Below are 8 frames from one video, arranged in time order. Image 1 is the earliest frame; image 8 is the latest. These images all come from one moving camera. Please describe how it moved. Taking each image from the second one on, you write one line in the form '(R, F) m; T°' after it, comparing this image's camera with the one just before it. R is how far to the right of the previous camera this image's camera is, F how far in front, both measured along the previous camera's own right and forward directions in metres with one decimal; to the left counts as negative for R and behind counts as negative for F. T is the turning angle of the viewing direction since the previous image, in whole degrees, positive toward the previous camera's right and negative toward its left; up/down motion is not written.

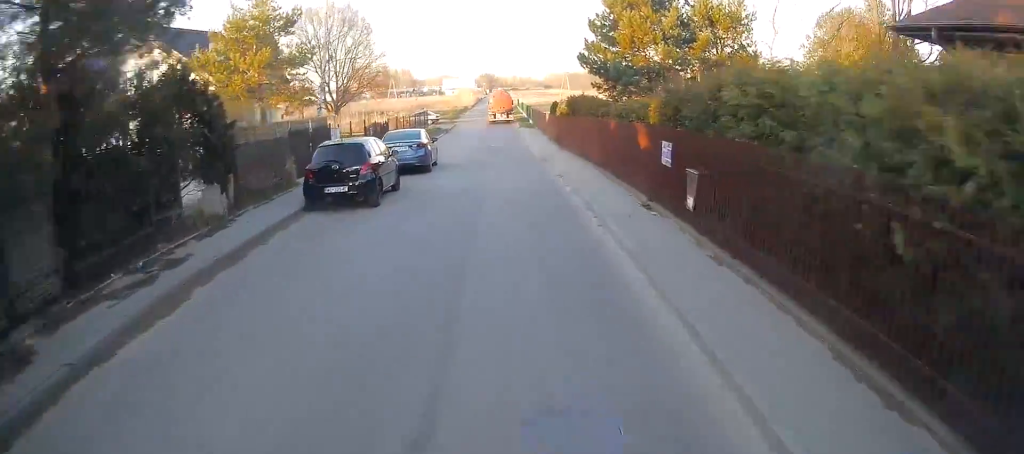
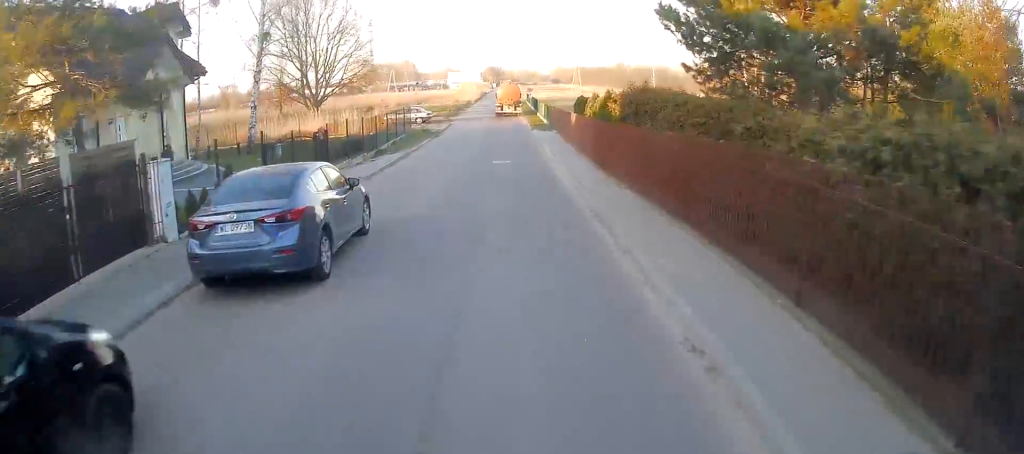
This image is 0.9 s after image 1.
(-0.1, +12.4) m; -1°
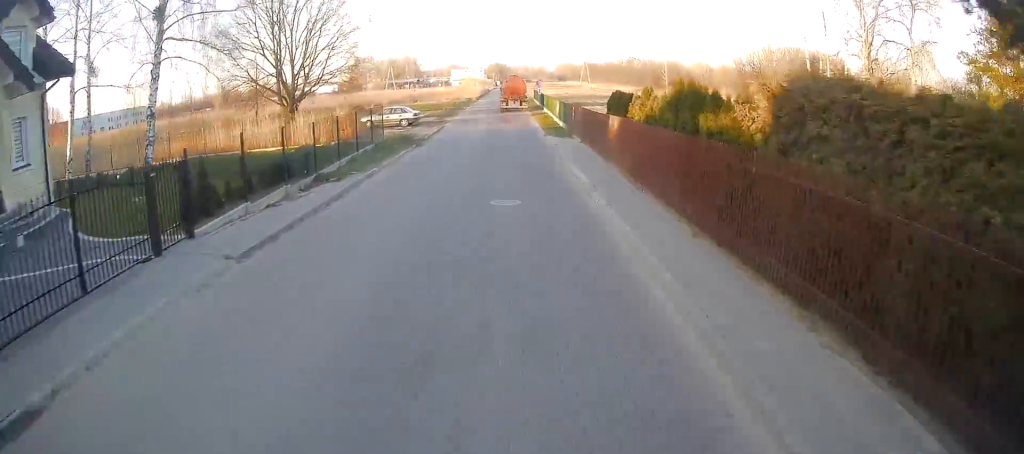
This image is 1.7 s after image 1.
(-0.1, +9.9) m; -1°
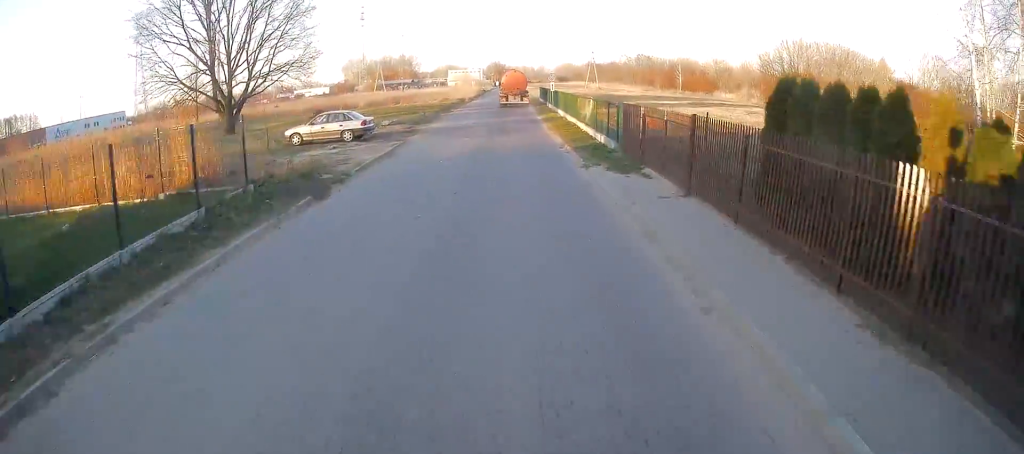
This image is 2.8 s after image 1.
(0.0, +15.3) m; 0°
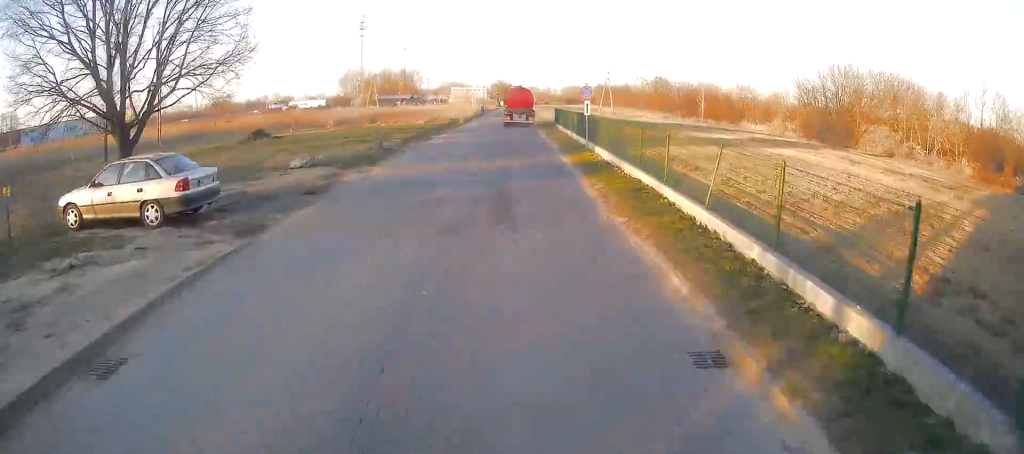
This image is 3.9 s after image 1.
(-0.1, +16.0) m; -1°
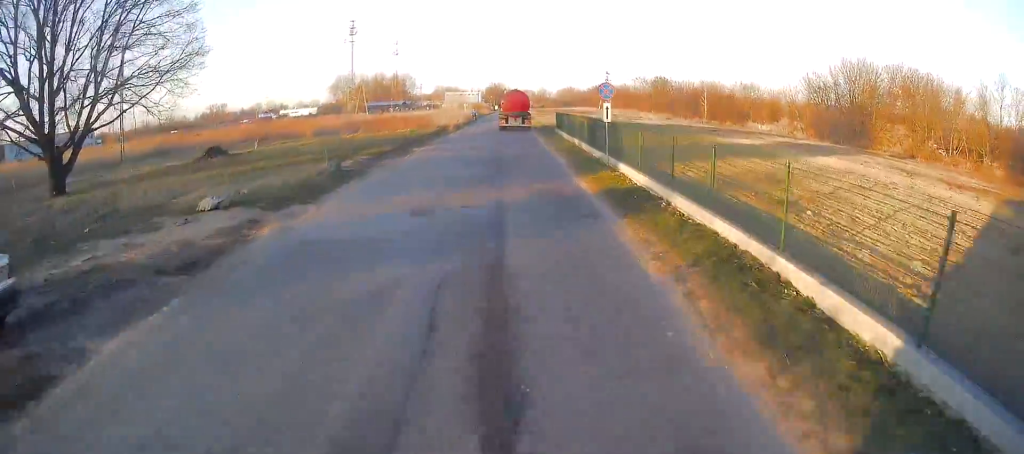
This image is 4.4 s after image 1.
(-0.1, +6.3) m; 0°
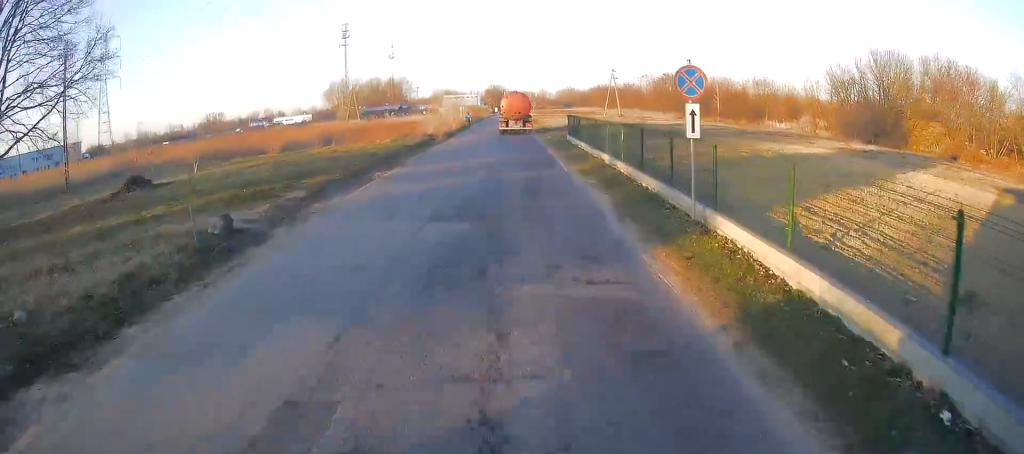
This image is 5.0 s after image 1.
(+0.1, +9.1) m; 0°
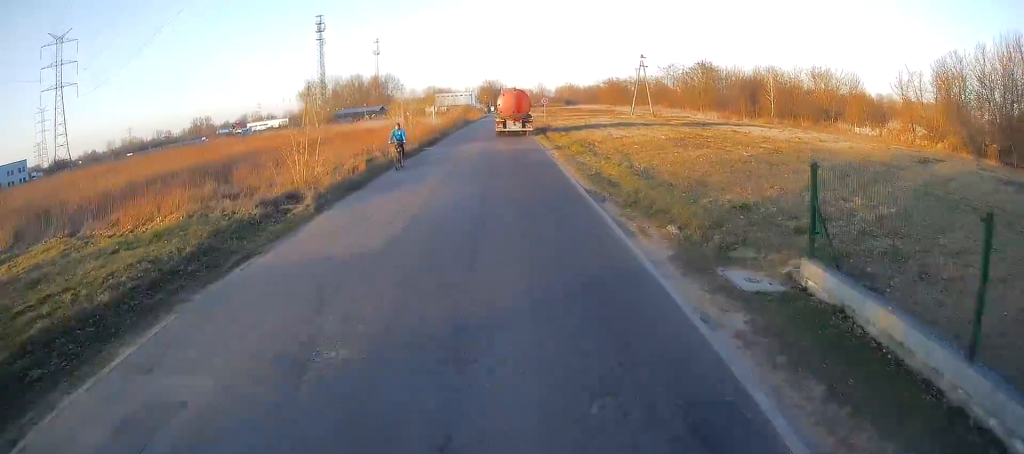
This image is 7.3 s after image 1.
(+0.7, +31.4) m; +3°
